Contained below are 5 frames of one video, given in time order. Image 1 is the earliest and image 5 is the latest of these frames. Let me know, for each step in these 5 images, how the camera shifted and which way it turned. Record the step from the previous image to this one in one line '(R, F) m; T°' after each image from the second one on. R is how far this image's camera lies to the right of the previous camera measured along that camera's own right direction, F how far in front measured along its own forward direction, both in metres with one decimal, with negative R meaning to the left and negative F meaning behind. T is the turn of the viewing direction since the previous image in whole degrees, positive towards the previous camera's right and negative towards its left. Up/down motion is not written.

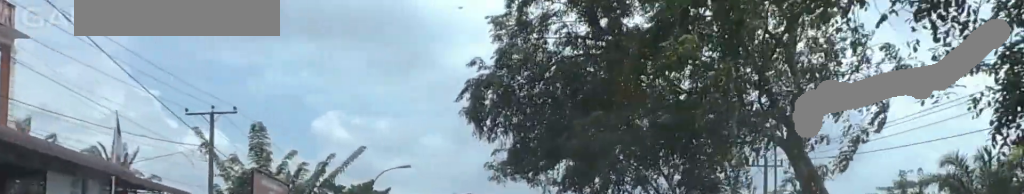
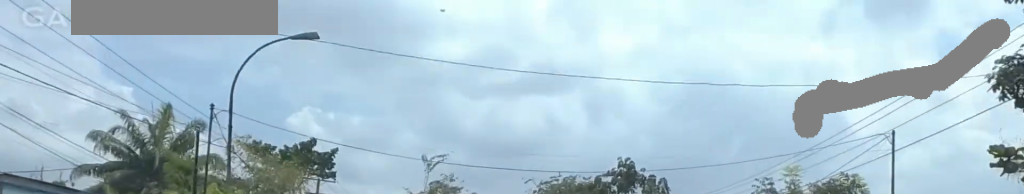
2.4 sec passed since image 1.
(+0.6, +29.6) m; 0°
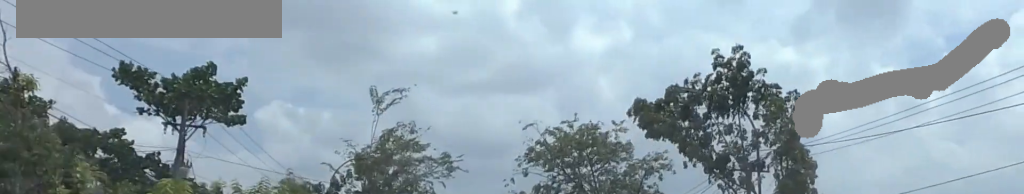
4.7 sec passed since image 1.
(+0.3, +27.7) m; -1°
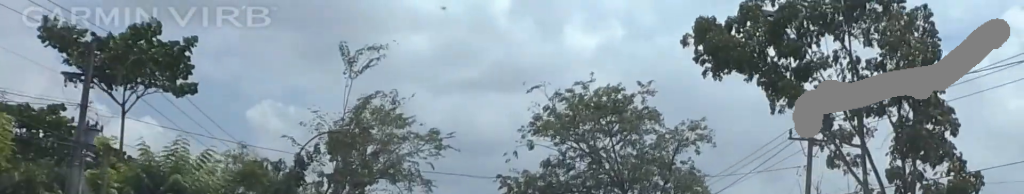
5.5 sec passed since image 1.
(-0.8, +9.3) m; 0°
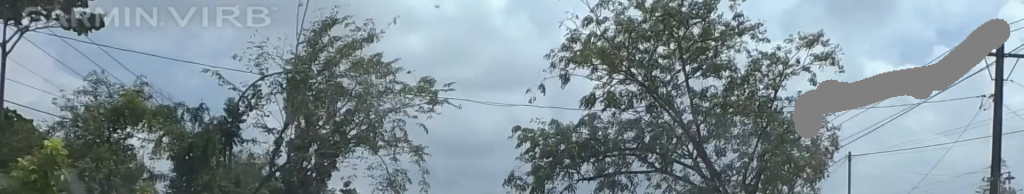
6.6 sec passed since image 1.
(+0.6, +13.1) m; 0°
